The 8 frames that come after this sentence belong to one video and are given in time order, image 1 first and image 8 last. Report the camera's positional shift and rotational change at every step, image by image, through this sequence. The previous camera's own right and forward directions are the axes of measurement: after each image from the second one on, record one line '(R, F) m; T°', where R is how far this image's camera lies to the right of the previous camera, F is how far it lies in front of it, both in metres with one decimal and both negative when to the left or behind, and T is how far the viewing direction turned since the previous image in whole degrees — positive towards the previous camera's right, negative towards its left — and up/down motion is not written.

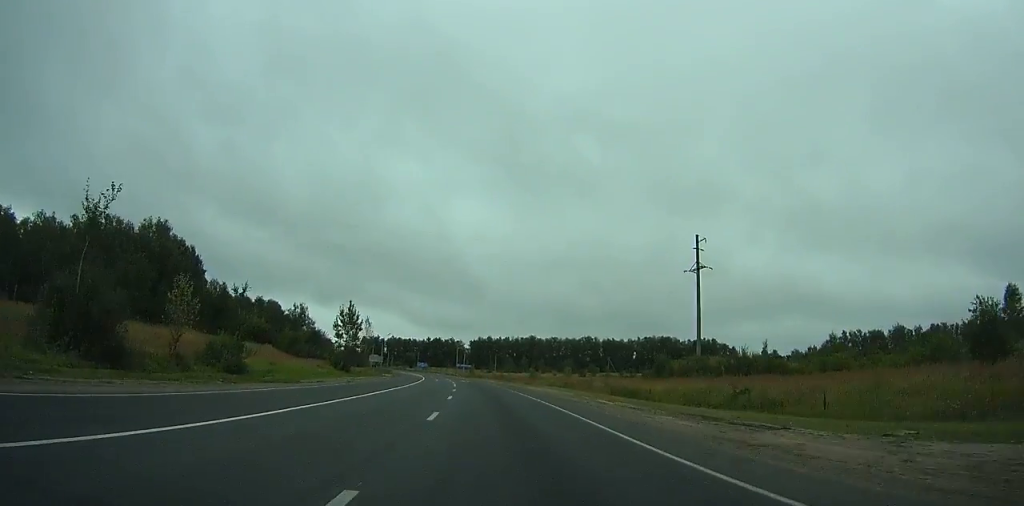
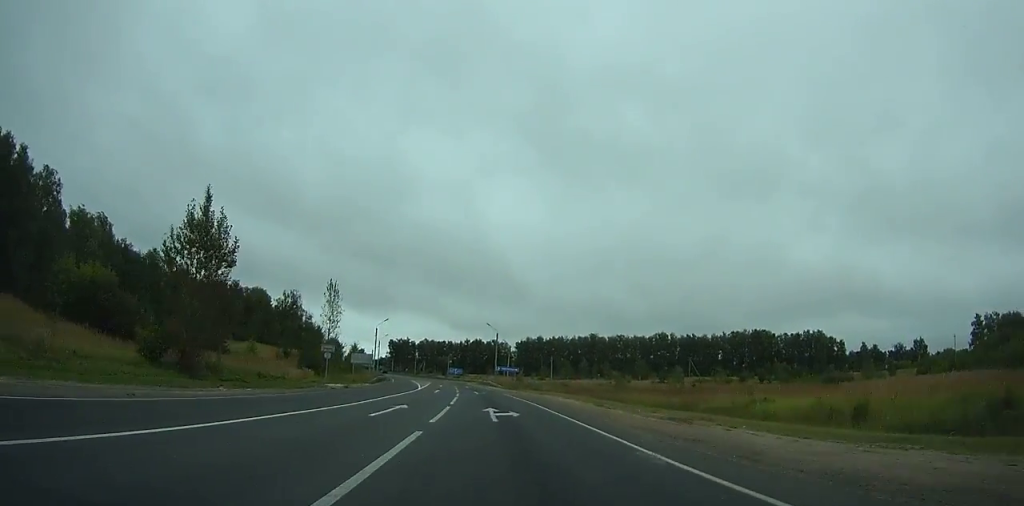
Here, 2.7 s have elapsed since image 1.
(-2.1, +59.7) m; -5°
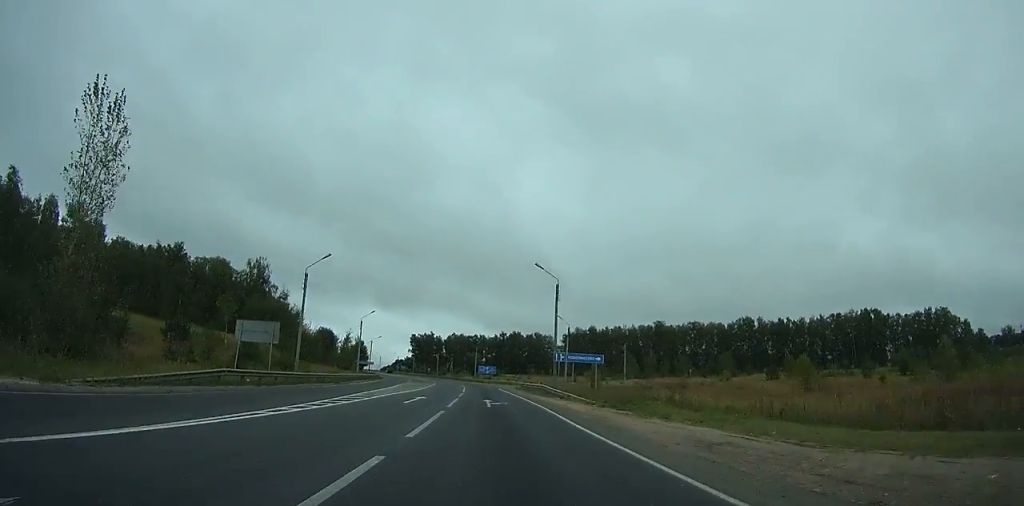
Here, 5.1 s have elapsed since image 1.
(-2.2, +53.0) m; -4°
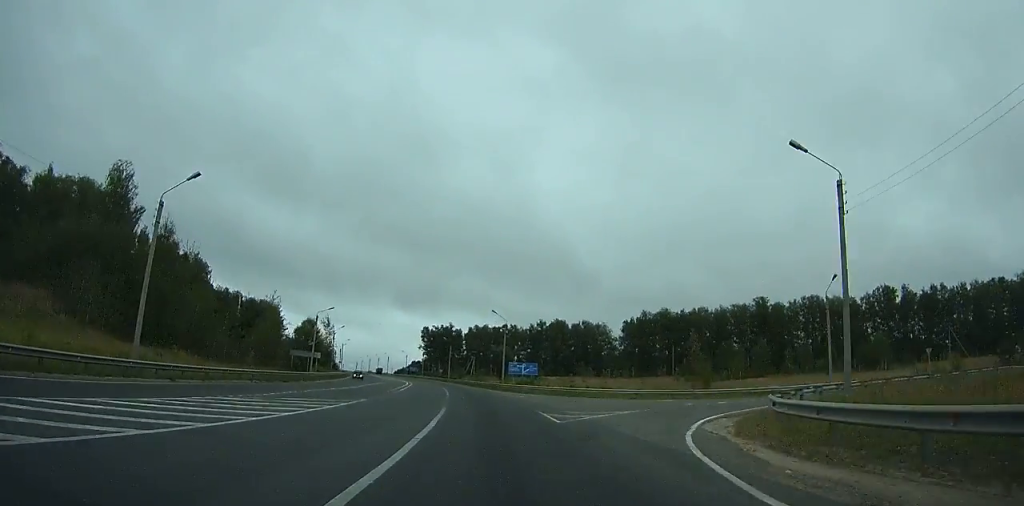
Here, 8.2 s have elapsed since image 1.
(-2.3, +63.6) m; -4°
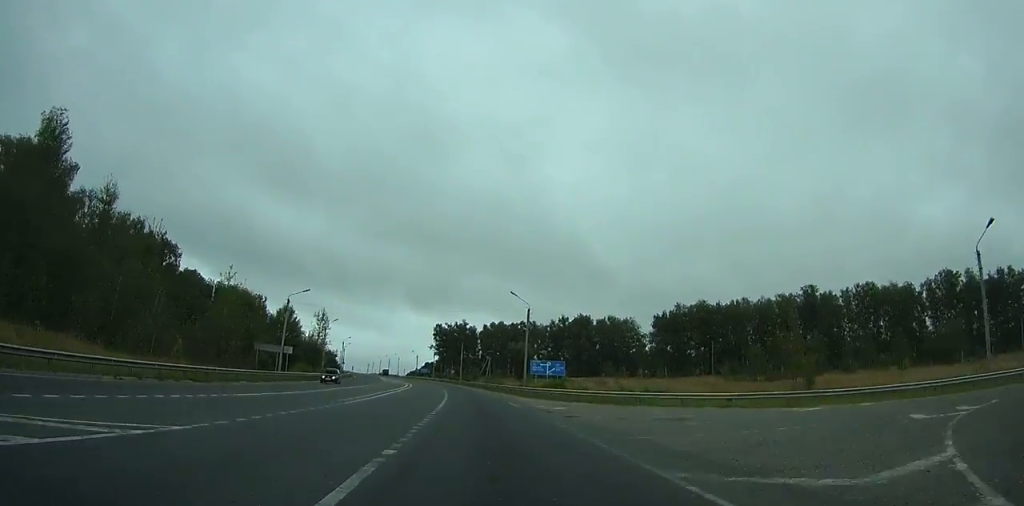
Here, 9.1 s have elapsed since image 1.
(-0.1, +17.7) m; -1°
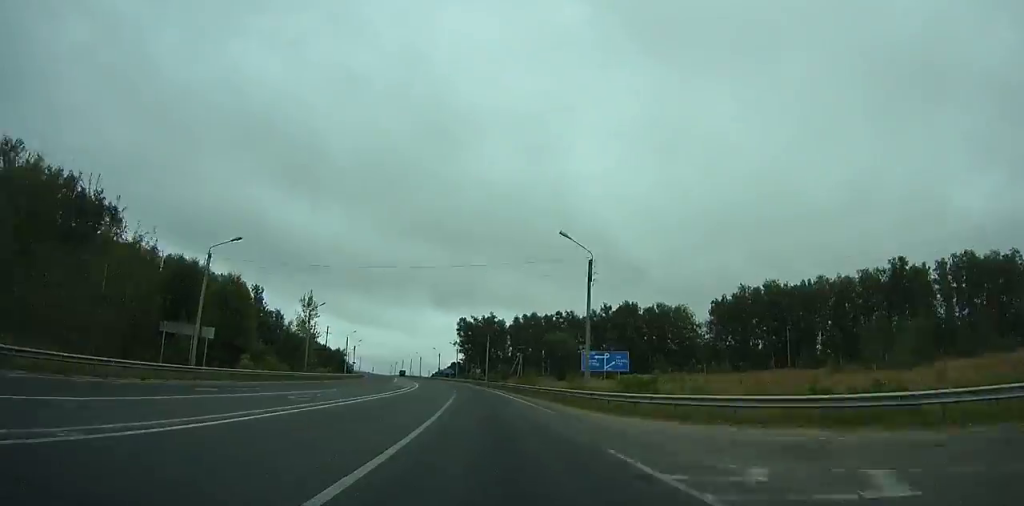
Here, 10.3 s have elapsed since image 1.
(-0.1, +24.3) m; -2°
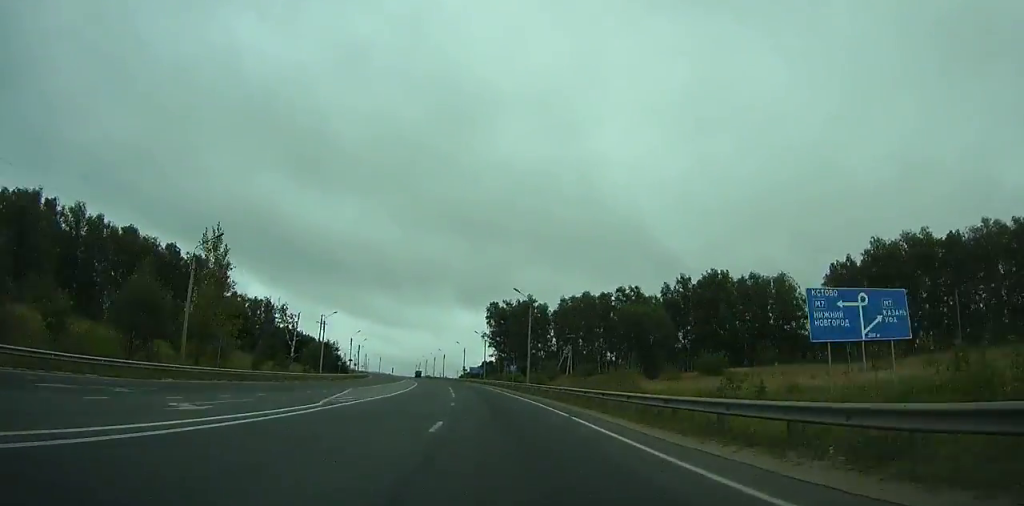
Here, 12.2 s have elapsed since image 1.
(-1.6, +38.9) m; -3°
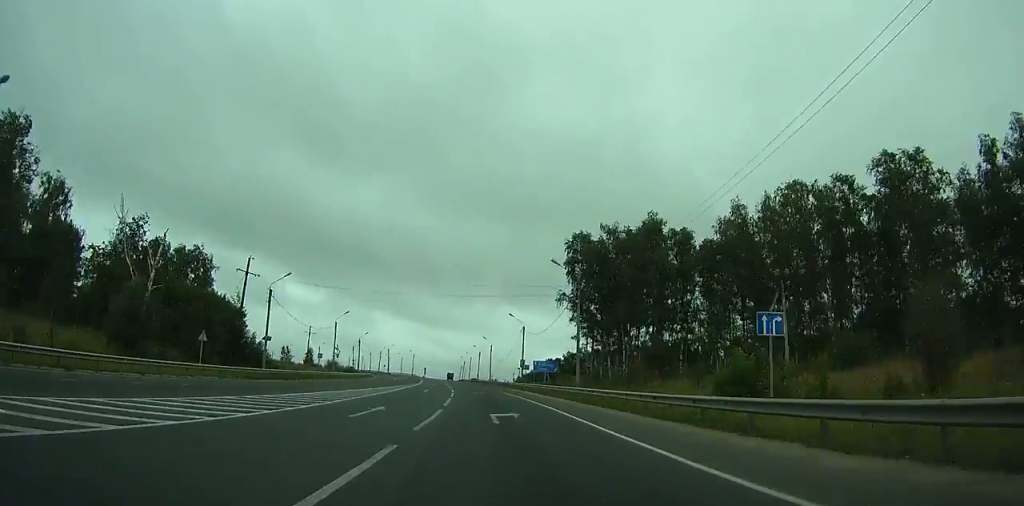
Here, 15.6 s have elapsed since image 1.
(-2.9, +69.4) m; -6°
